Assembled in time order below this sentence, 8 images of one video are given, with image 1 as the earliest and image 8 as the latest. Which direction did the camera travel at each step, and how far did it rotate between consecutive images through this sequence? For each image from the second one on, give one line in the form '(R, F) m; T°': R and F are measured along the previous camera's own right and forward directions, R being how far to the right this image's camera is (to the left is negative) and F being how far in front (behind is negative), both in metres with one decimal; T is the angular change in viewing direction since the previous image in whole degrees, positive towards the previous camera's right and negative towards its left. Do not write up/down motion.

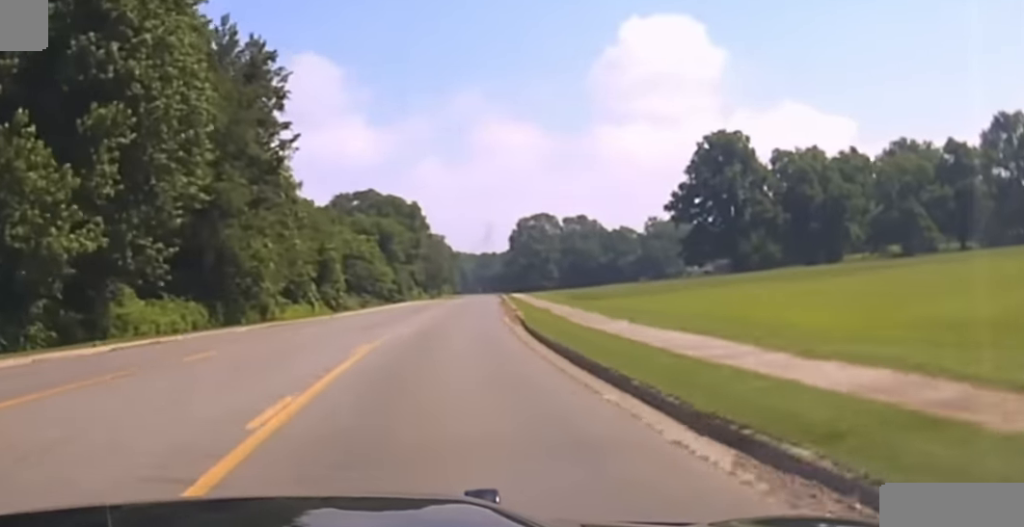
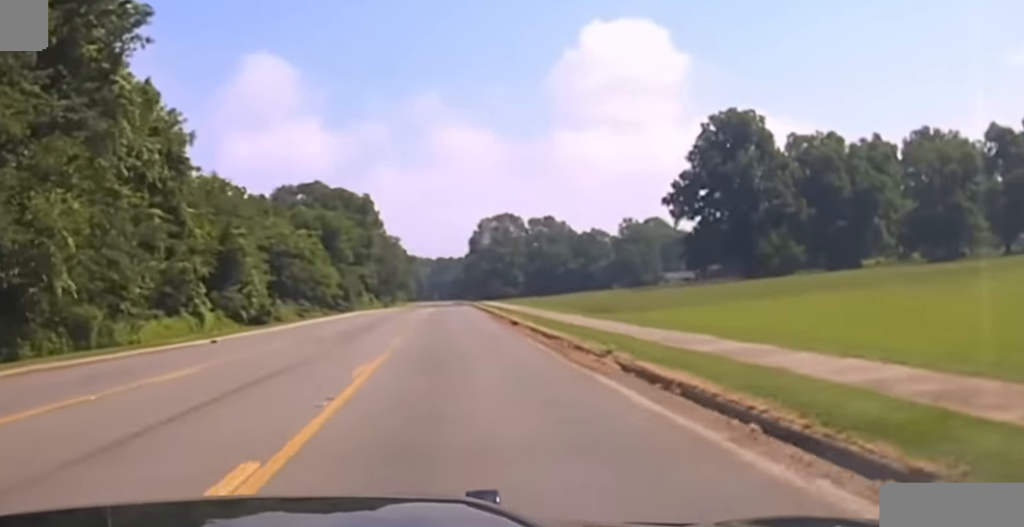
(+0.5, +32.8) m; +1°
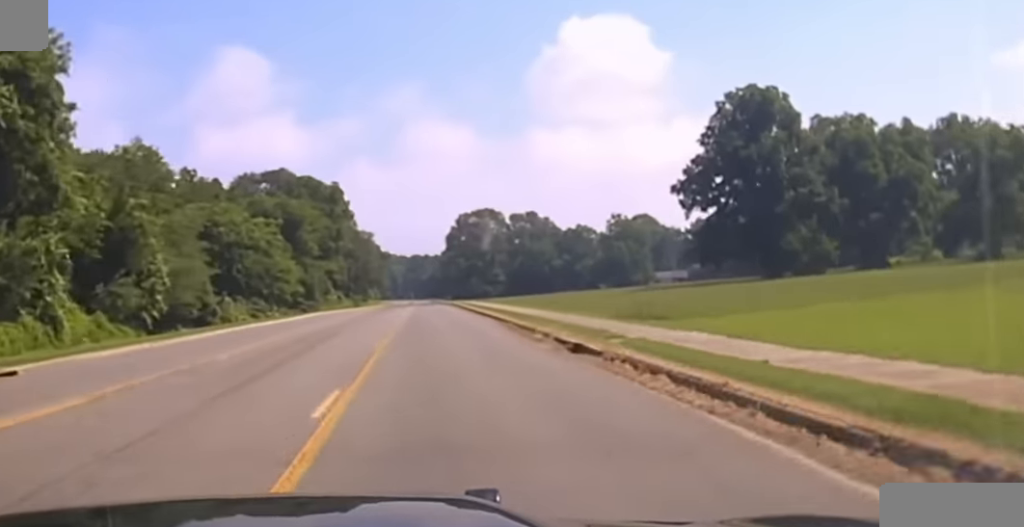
(-0.2, +22.9) m; +1°
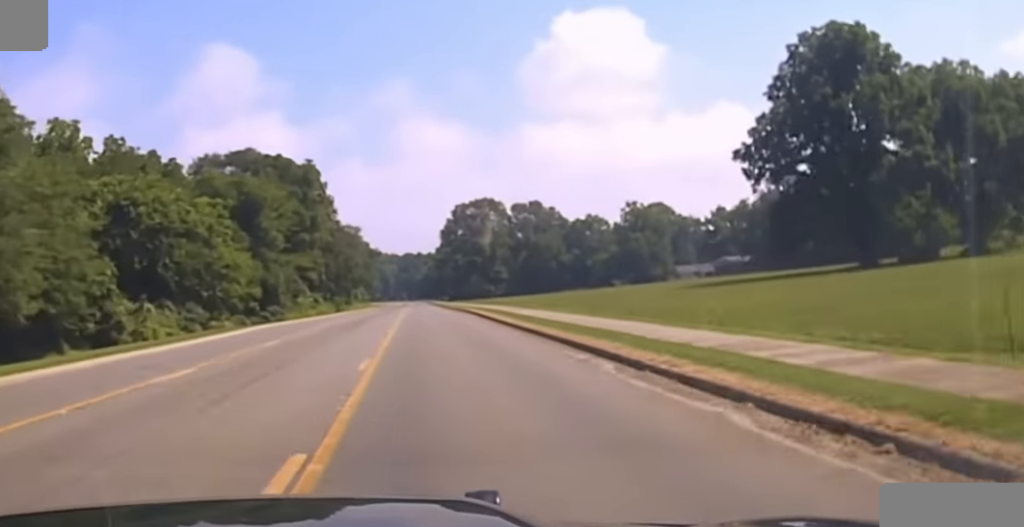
(+0.4, +32.4) m; +2°
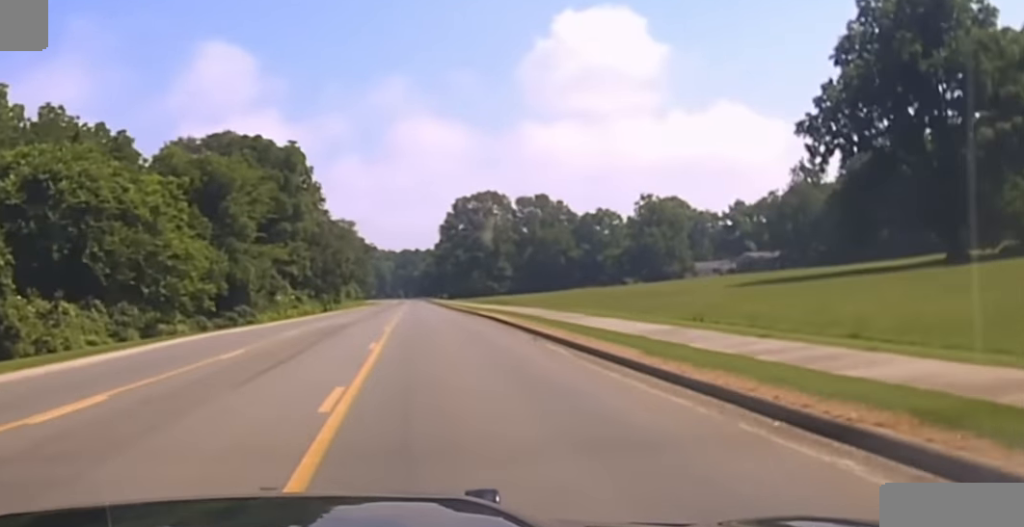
(+0.2, +20.5) m; +1°
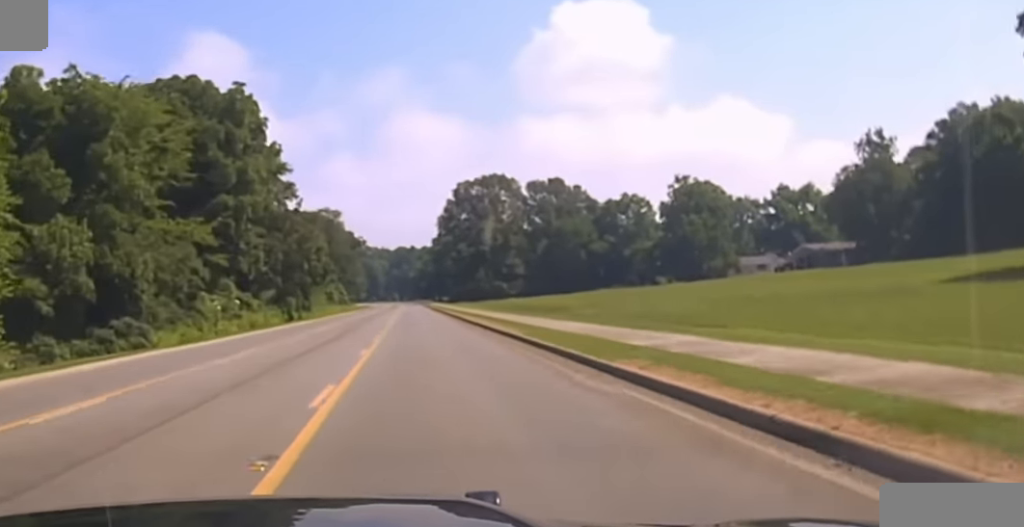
(+0.7, +36.2) m; +1°
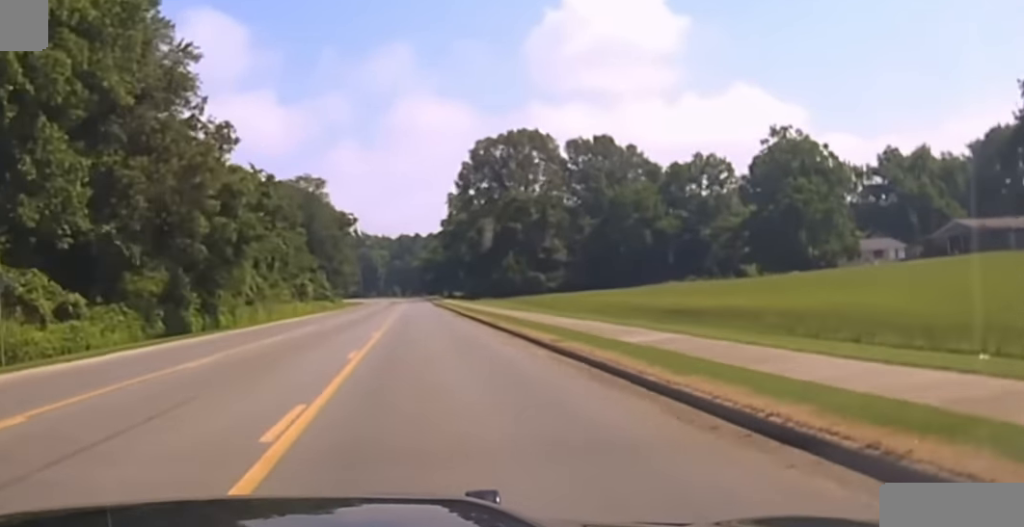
(+0.2, +52.1) m; 0°
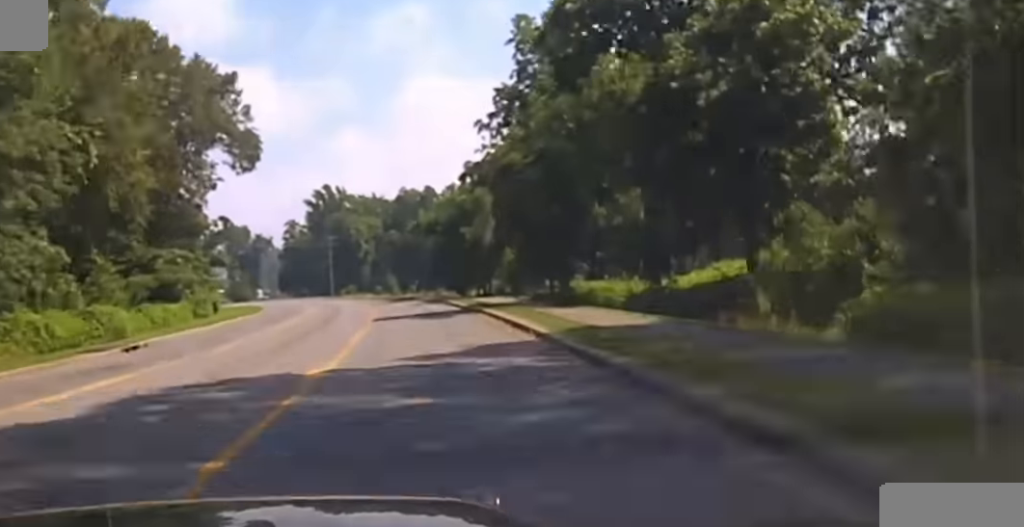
(-1.5, +152.3) m; -1°
